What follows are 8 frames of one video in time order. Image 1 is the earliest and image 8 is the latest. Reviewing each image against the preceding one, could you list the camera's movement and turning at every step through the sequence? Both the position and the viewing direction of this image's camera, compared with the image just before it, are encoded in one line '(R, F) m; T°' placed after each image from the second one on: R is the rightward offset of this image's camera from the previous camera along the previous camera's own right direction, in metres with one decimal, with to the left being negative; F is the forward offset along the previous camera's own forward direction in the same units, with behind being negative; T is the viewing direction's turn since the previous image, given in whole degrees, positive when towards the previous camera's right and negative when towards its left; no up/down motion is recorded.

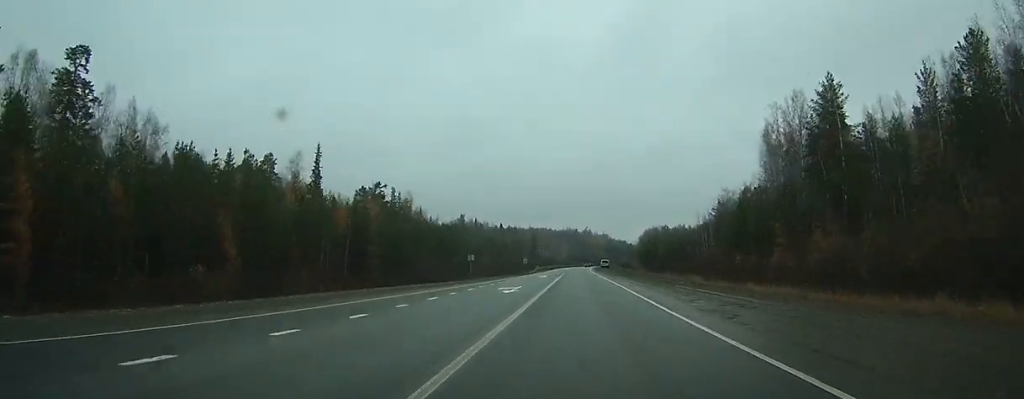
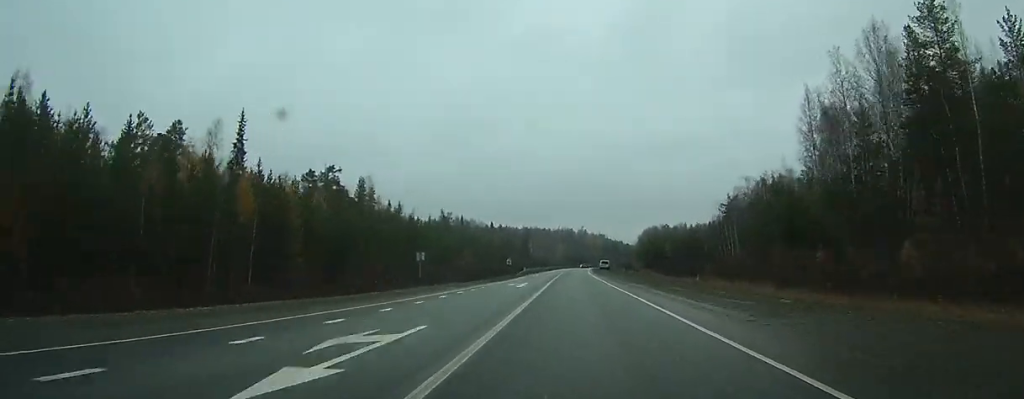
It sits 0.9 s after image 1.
(+0.3, +21.4) m; 0°
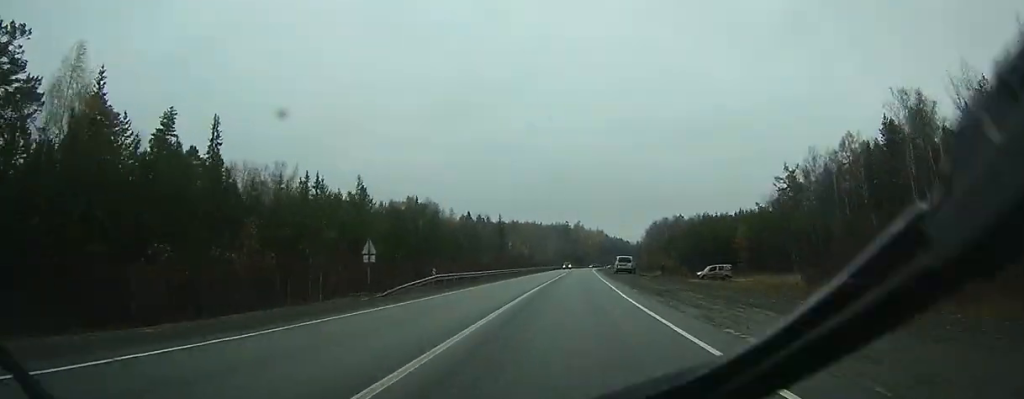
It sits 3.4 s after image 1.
(+0.7, +62.2) m; +1°
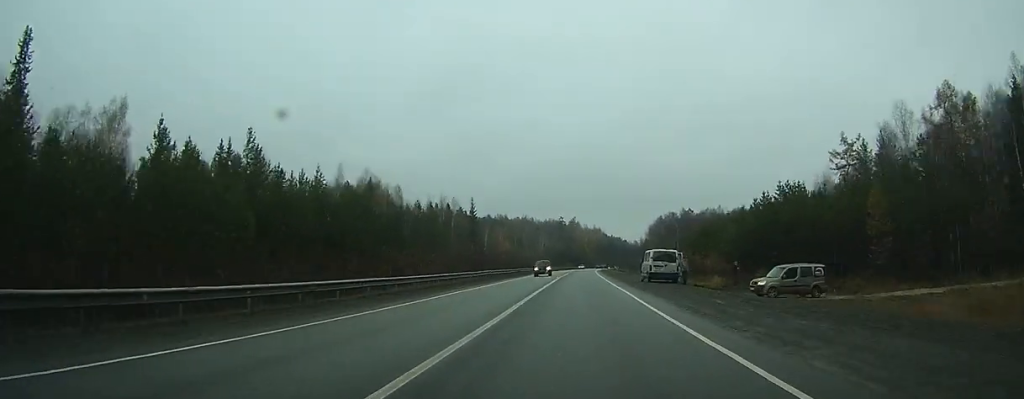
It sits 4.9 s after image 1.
(+0.2, +35.8) m; 0°
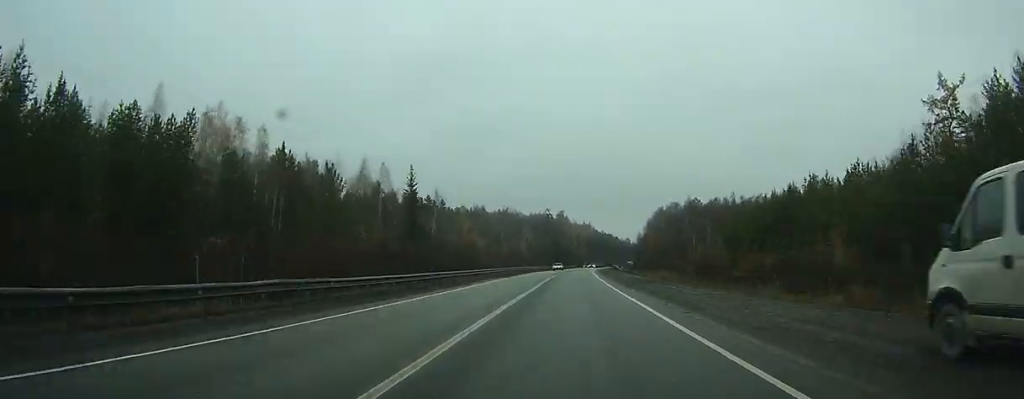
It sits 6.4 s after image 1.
(+0.2, +37.4) m; 0°
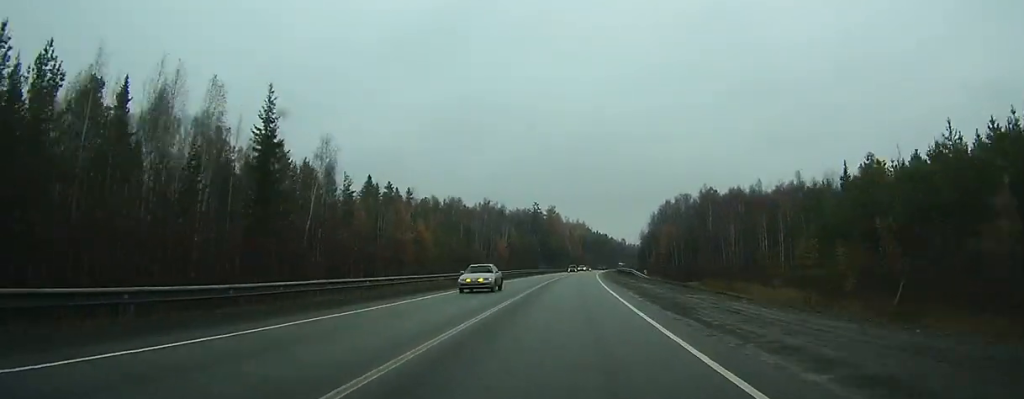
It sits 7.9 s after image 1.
(0.0, +37.4) m; 0°
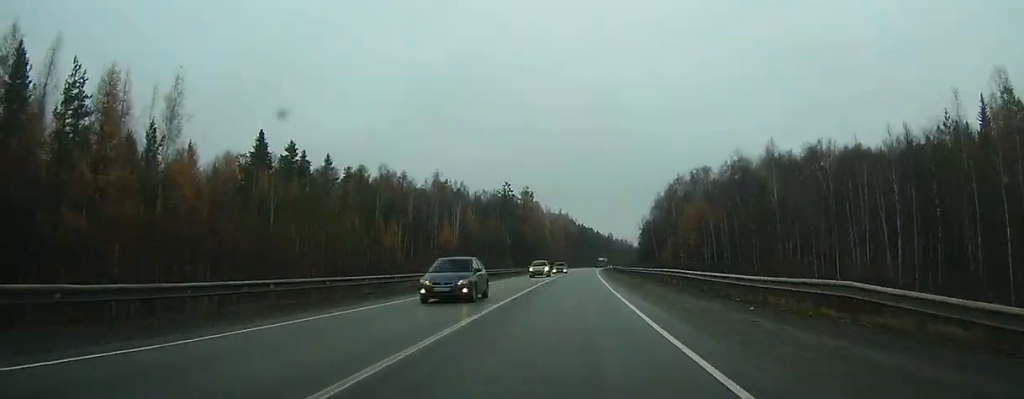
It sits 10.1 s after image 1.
(+0.1, +52.2) m; +1°
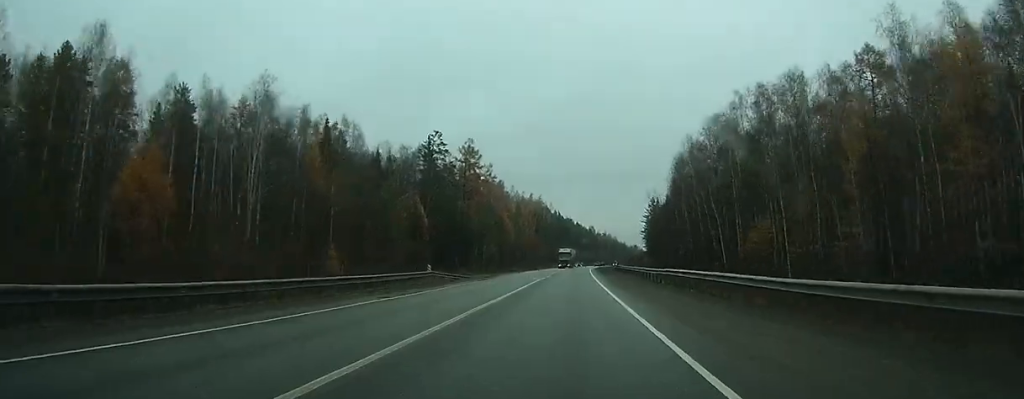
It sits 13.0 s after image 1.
(+7.4, +71.6) m; +6°
